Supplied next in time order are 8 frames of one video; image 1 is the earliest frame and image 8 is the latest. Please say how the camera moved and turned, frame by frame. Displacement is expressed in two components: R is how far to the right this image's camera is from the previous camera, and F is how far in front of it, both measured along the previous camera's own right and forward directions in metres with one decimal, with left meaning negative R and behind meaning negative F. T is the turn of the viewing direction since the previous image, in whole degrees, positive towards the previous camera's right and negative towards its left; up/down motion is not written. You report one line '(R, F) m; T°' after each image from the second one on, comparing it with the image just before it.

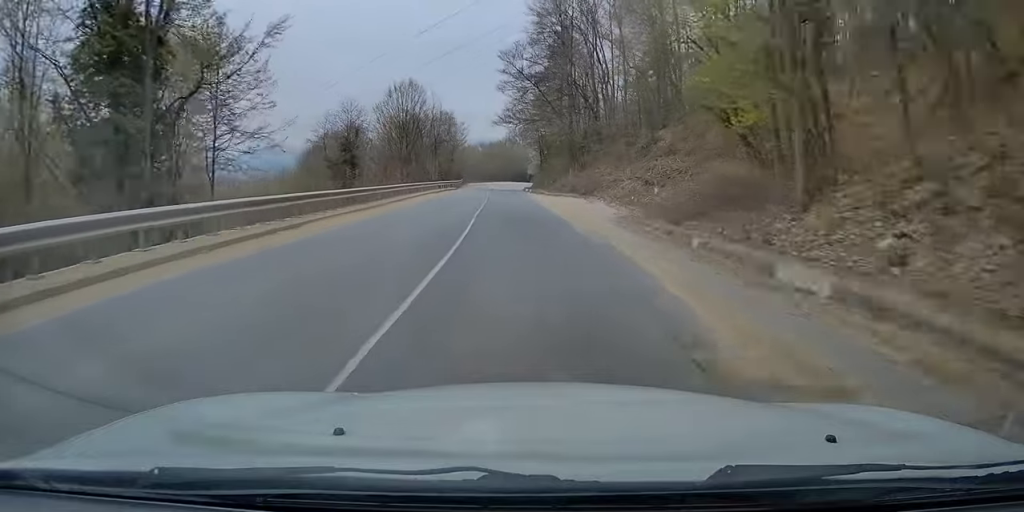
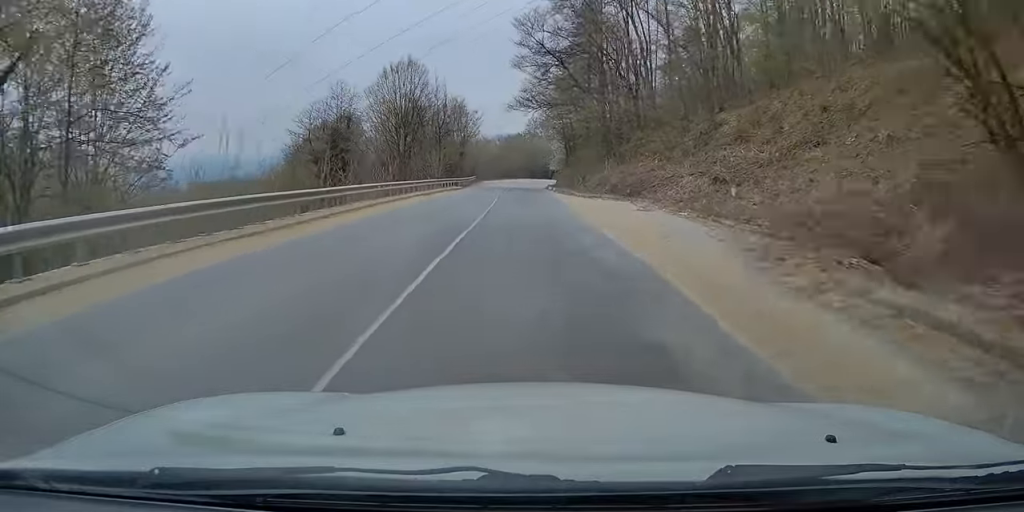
(-0.1, +13.0) m; -1°
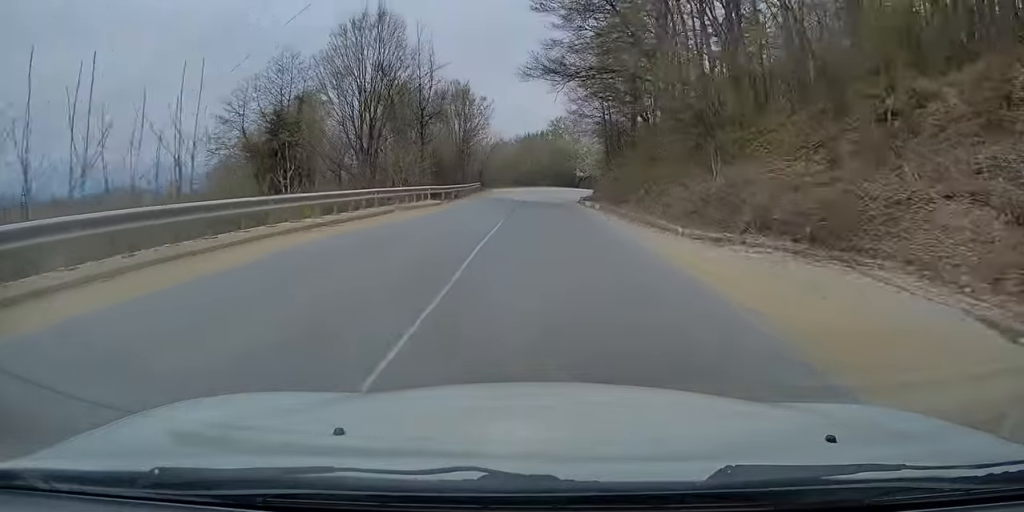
(-0.5, +21.5) m; -2°
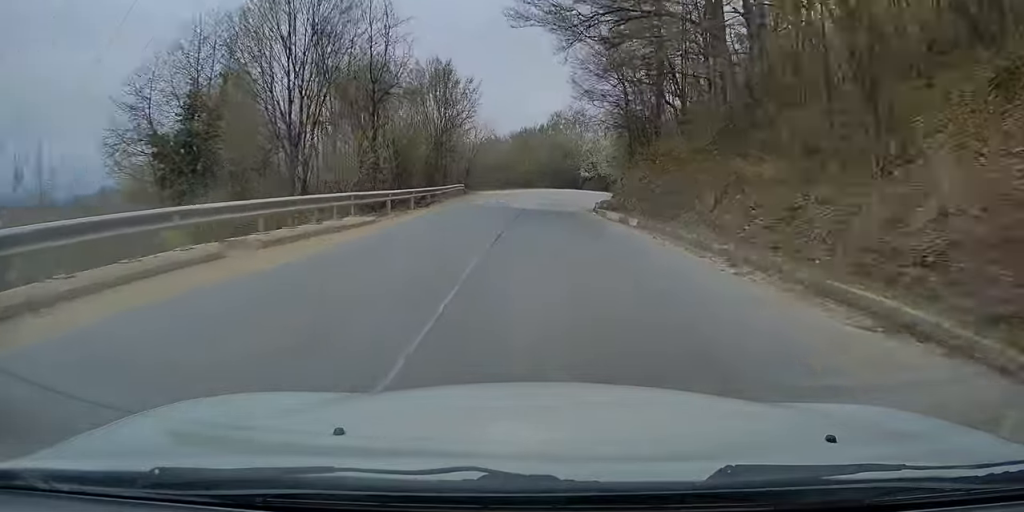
(-0.2, +12.9) m; 0°
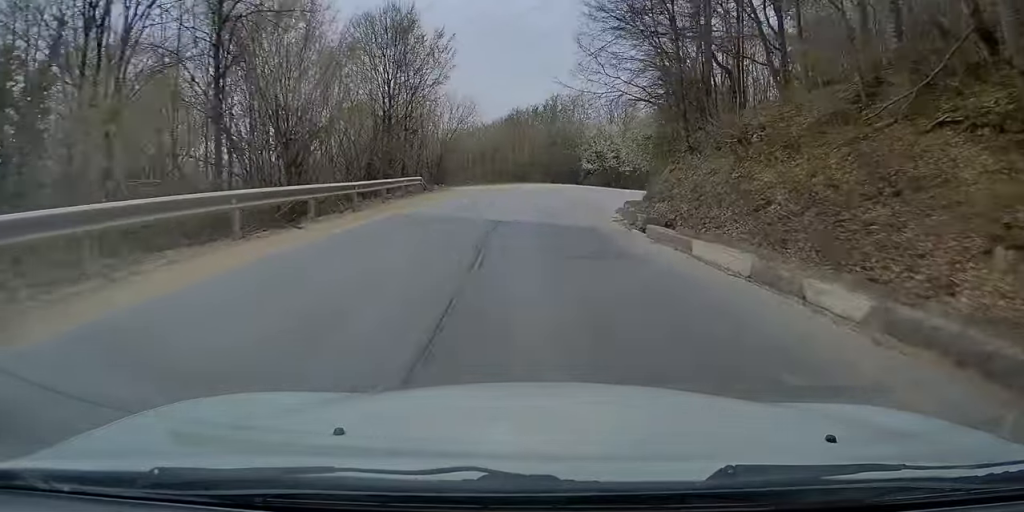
(+0.2, +15.2) m; +3°
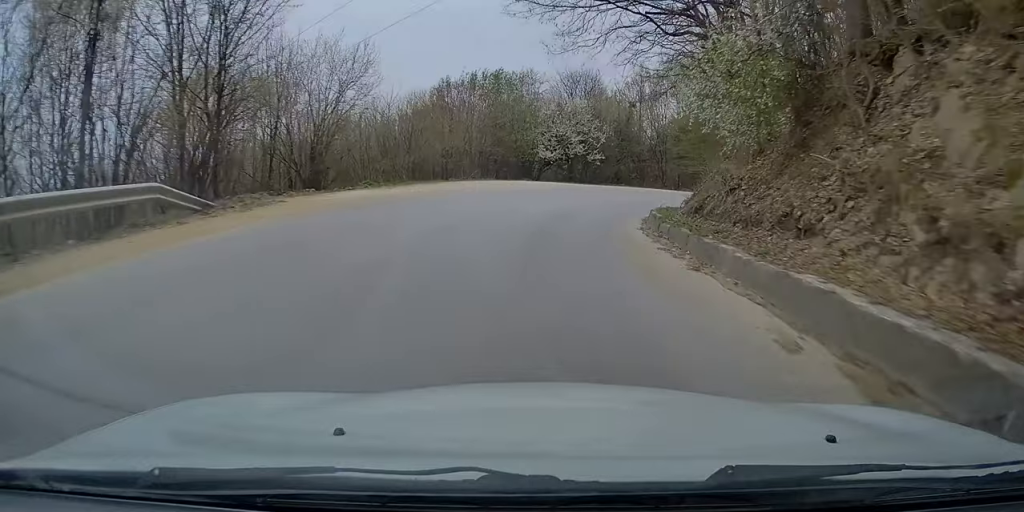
(+1.0, +19.1) m; +7°
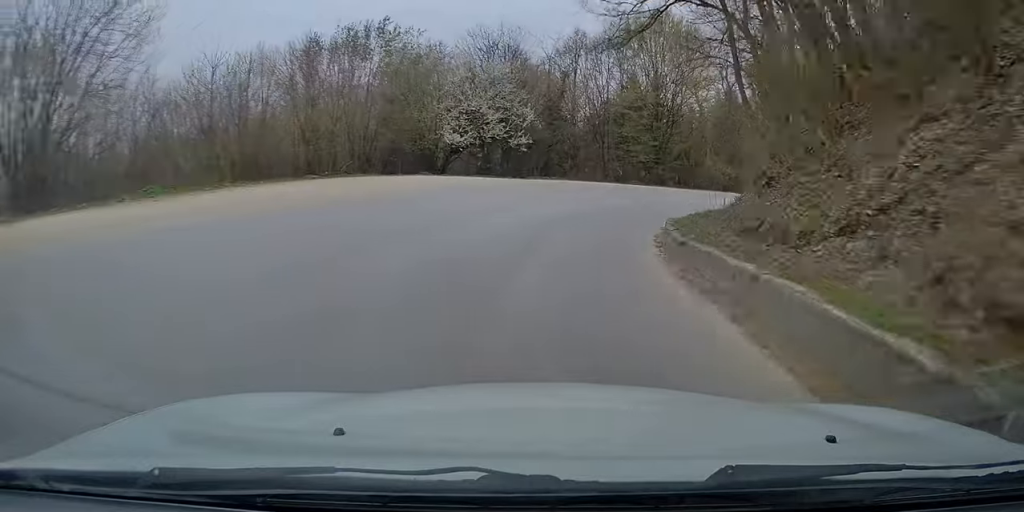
(+1.0, +14.2) m; +10°
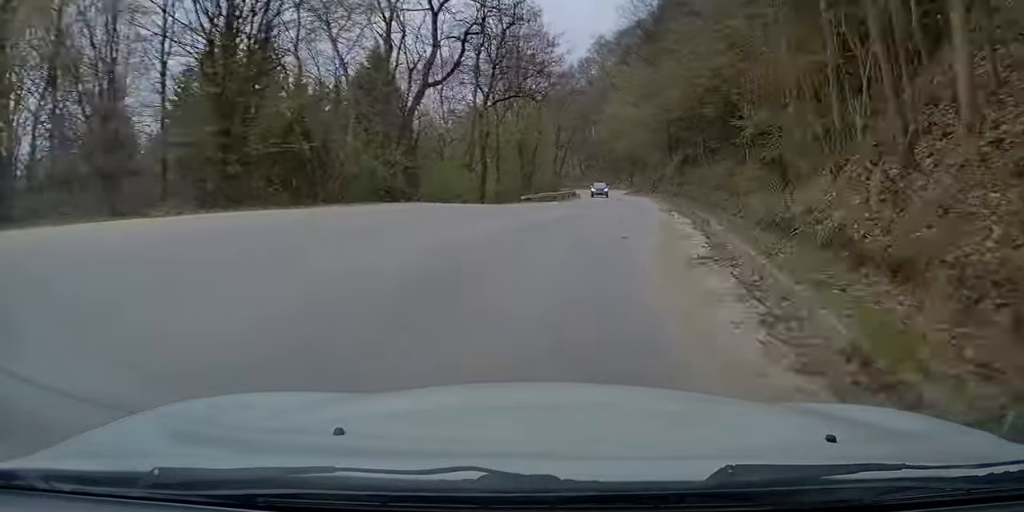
(+7.8, +30.8) m; +26°
